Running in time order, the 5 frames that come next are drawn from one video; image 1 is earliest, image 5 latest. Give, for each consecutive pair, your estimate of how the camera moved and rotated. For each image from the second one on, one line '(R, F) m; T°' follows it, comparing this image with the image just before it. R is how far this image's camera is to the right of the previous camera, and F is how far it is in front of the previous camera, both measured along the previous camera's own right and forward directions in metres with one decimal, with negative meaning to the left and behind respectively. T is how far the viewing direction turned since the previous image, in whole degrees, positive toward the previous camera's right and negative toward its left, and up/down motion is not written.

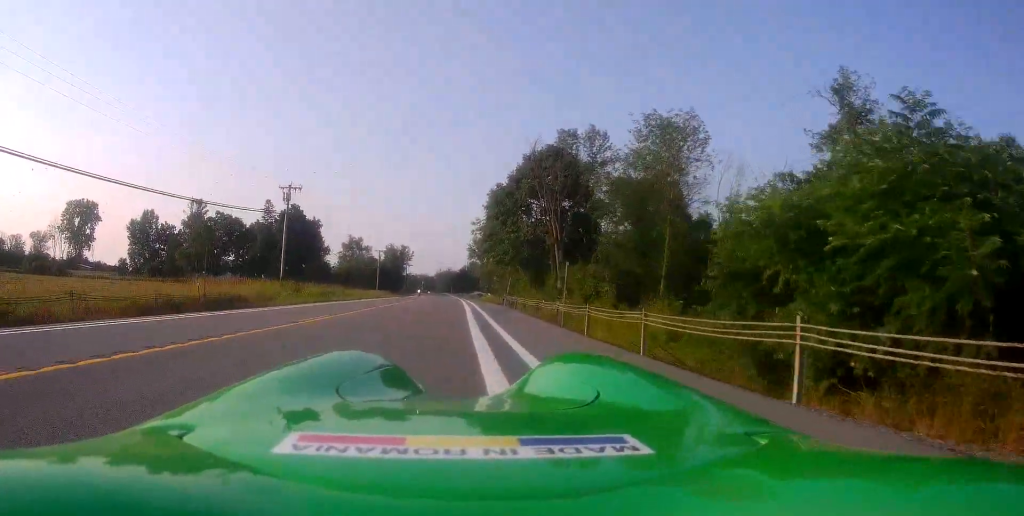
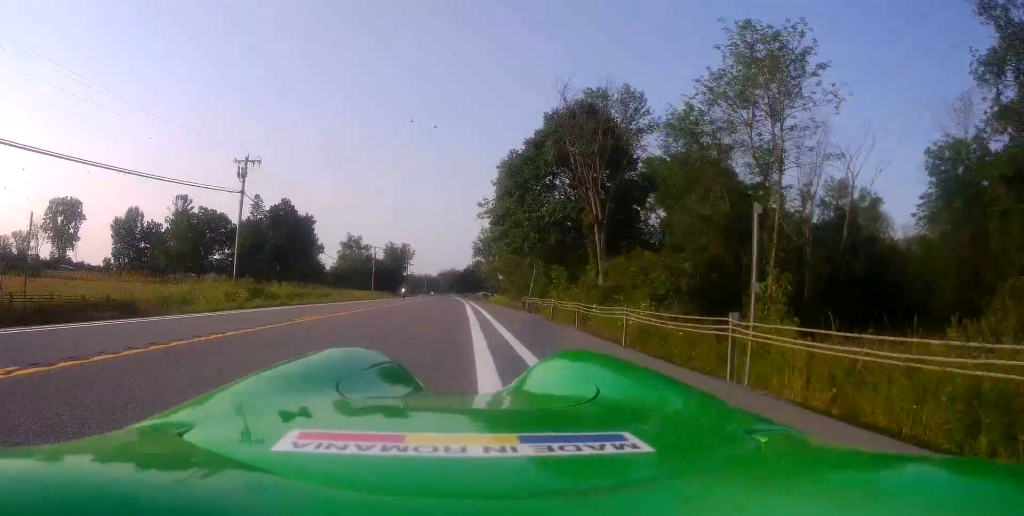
(+0.1, +11.4) m; +1°
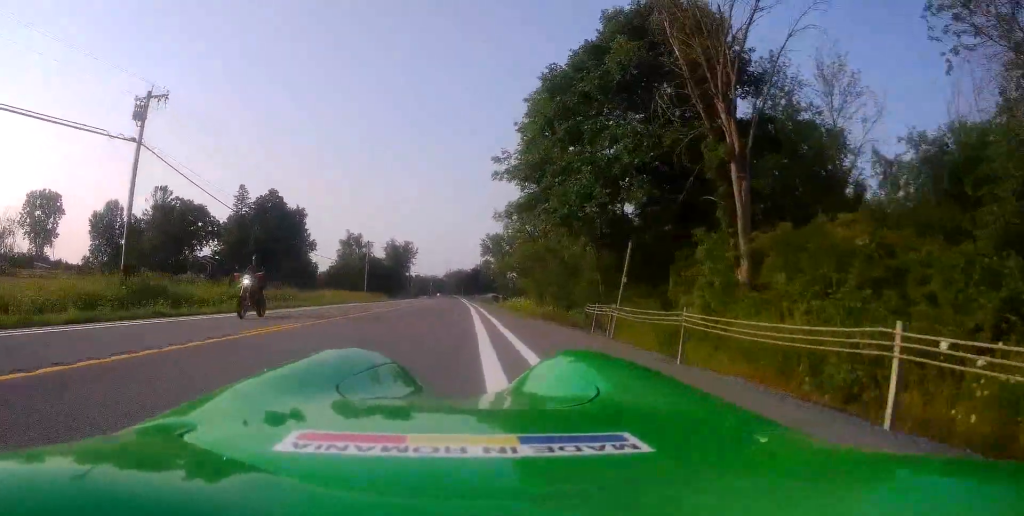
(0.0, +15.3) m; -1°
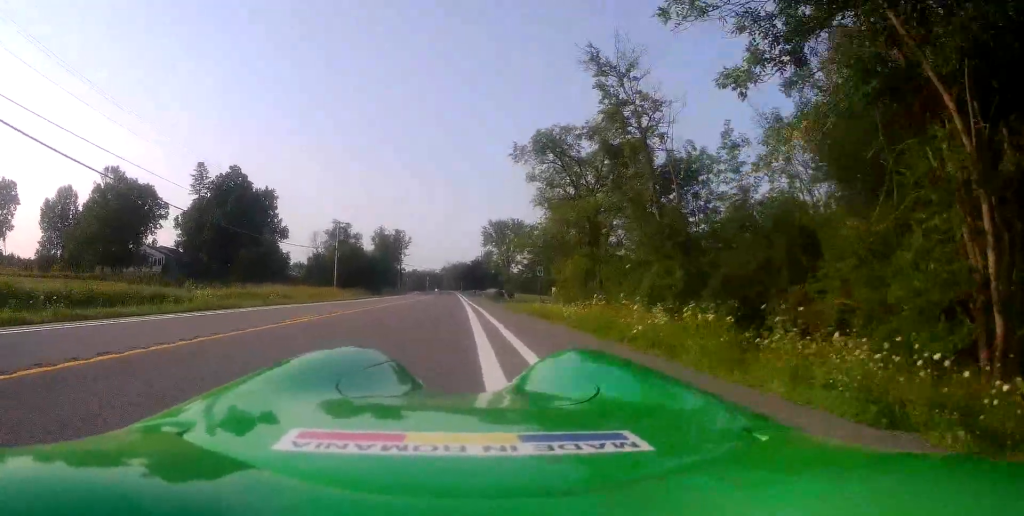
(-0.4, +22.0) m; -1°
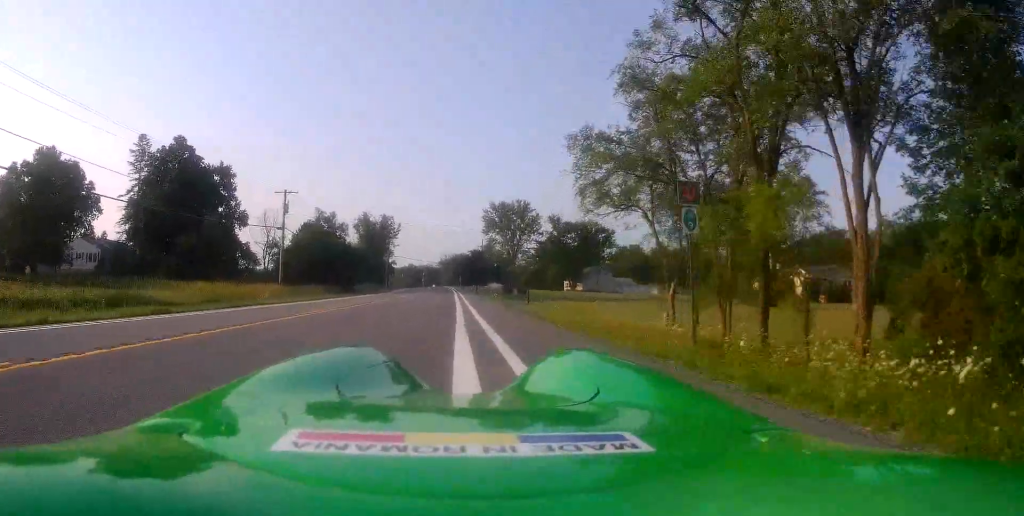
(+0.5, +22.0) m; -1°
